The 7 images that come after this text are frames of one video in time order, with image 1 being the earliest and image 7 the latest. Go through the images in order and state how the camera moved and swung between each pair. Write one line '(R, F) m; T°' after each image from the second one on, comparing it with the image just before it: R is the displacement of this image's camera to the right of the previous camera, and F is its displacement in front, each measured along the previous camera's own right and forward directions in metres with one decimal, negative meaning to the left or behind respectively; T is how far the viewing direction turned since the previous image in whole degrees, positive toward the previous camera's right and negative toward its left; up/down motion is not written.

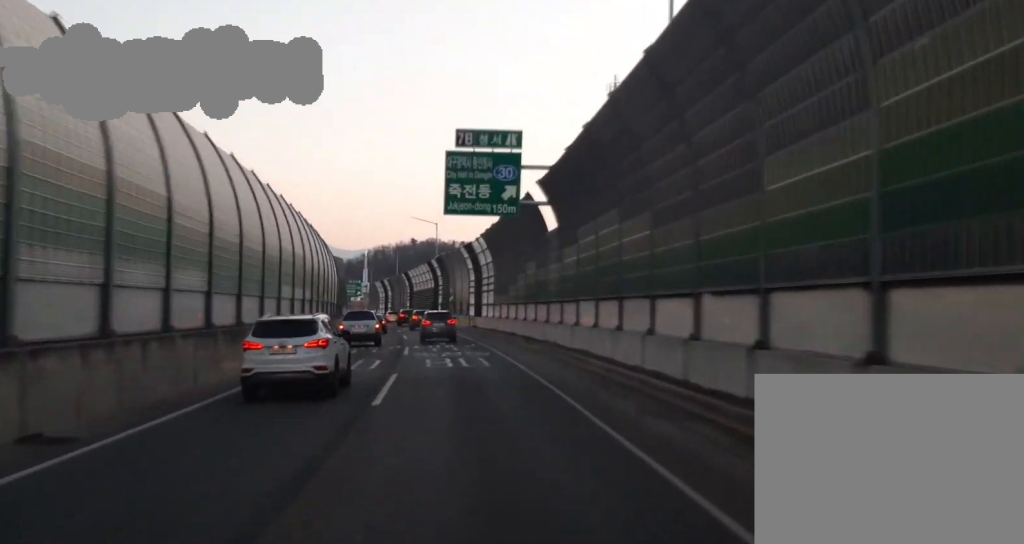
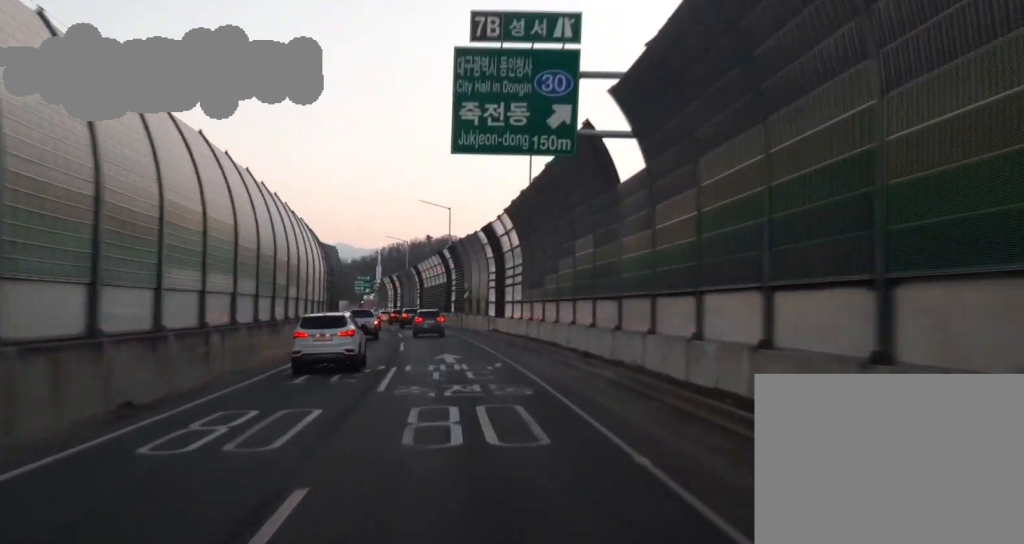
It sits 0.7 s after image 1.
(-0.6, +15.2) m; -3°
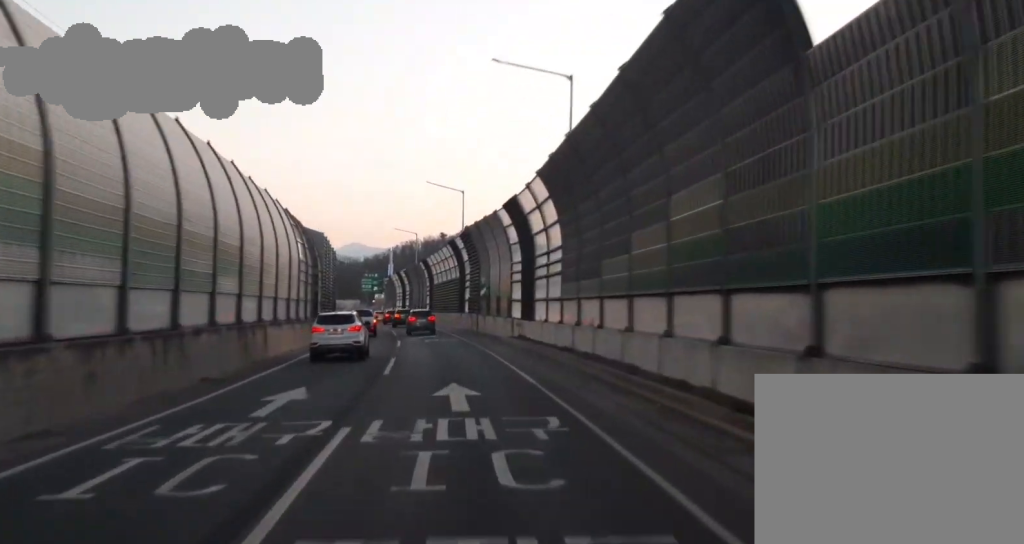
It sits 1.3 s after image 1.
(-0.1, +14.0) m; 0°
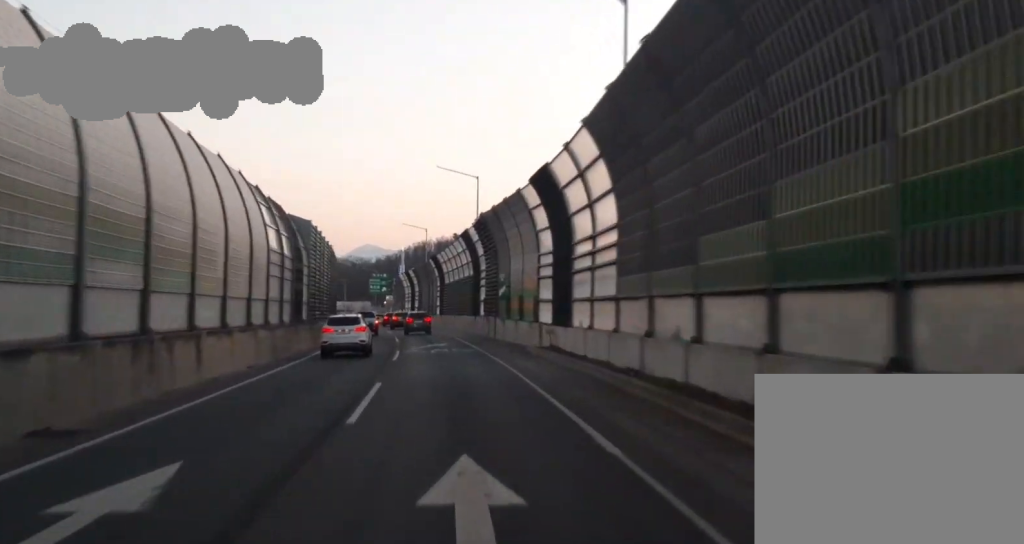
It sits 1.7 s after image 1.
(0.0, +10.3) m; 0°
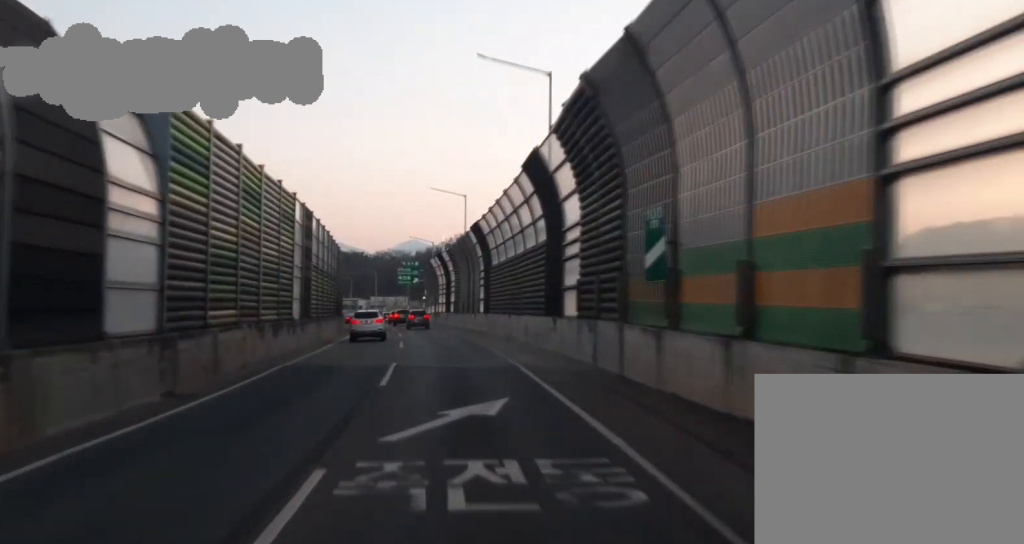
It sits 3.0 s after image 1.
(-0.7, +31.7) m; -4°
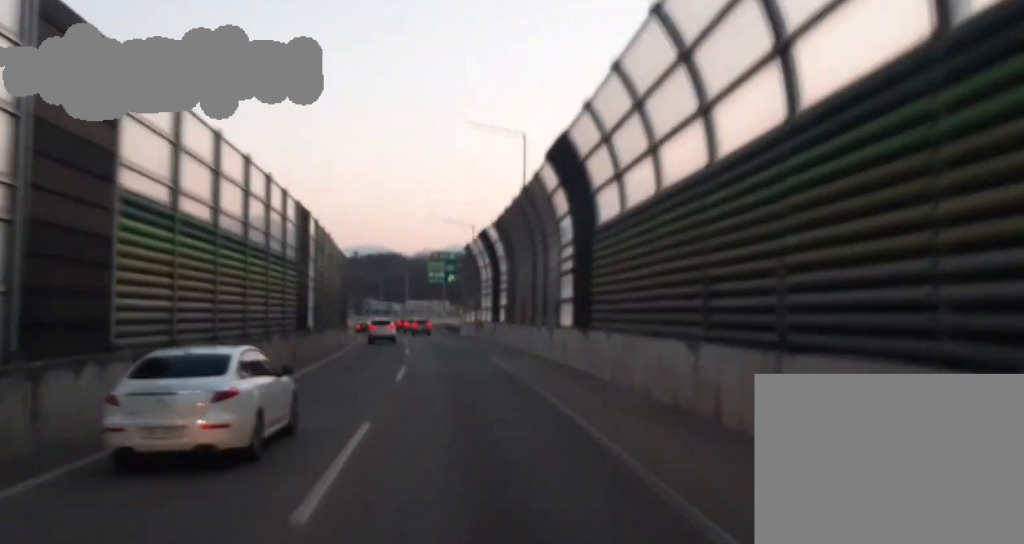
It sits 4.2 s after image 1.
(-1.4, +32.3) m; -4°
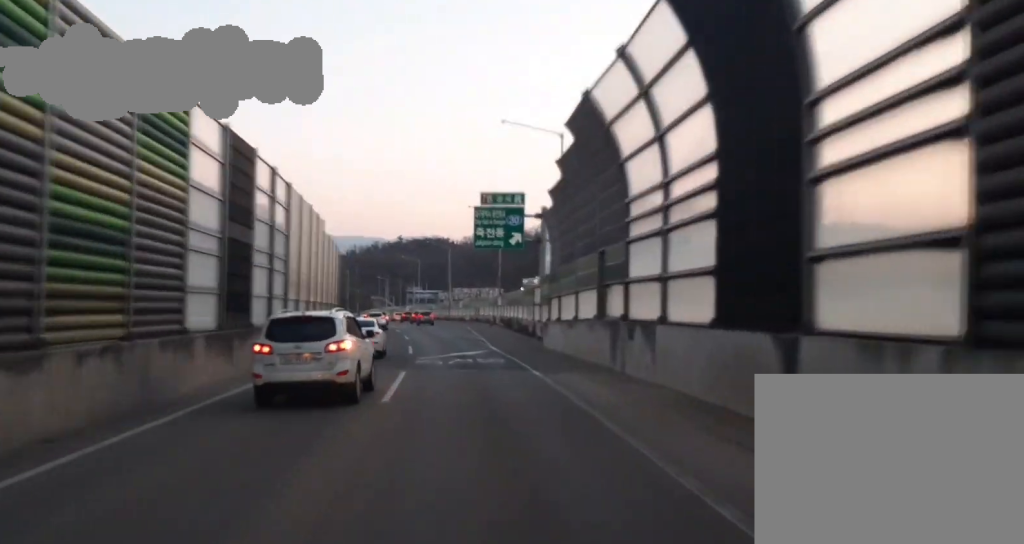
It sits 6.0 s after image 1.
(-1.2, +48.1) m; -2°
